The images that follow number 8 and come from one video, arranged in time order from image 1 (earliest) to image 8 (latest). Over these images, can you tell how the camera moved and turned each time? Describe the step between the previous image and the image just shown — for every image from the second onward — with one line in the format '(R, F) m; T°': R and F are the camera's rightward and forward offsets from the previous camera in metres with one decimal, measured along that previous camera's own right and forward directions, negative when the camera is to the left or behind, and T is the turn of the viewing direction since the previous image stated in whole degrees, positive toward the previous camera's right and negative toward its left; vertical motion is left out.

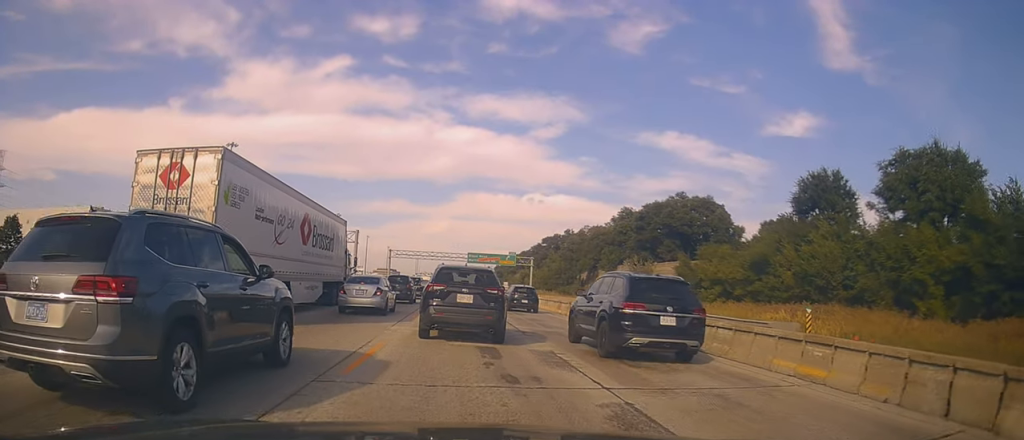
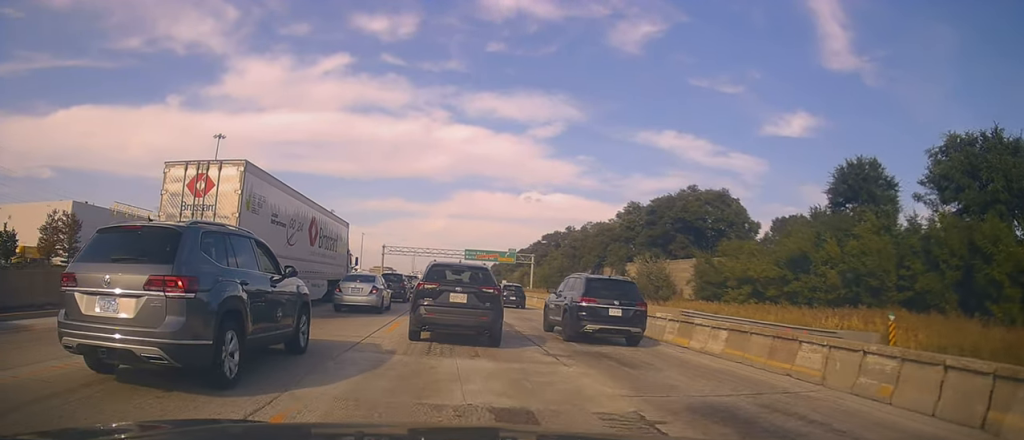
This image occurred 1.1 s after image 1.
(+0.3, +4.2) m; -5°
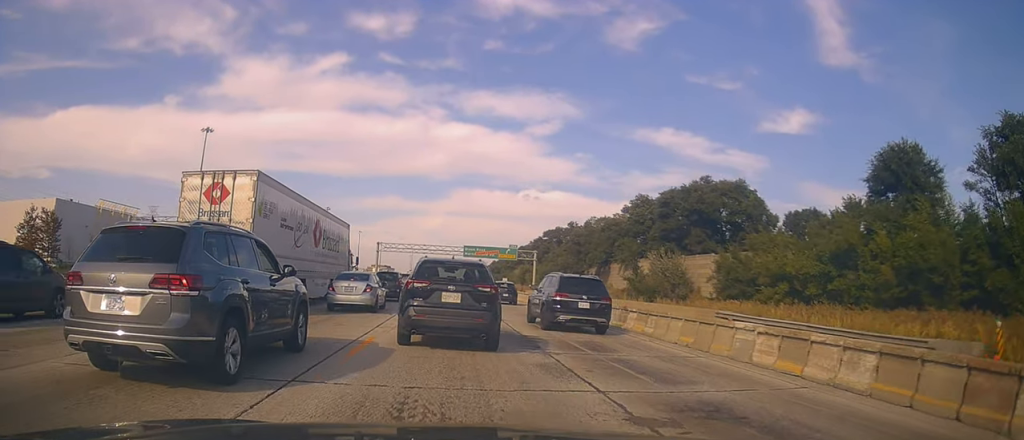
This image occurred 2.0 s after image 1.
(-0.7, +5.0) m; -4°
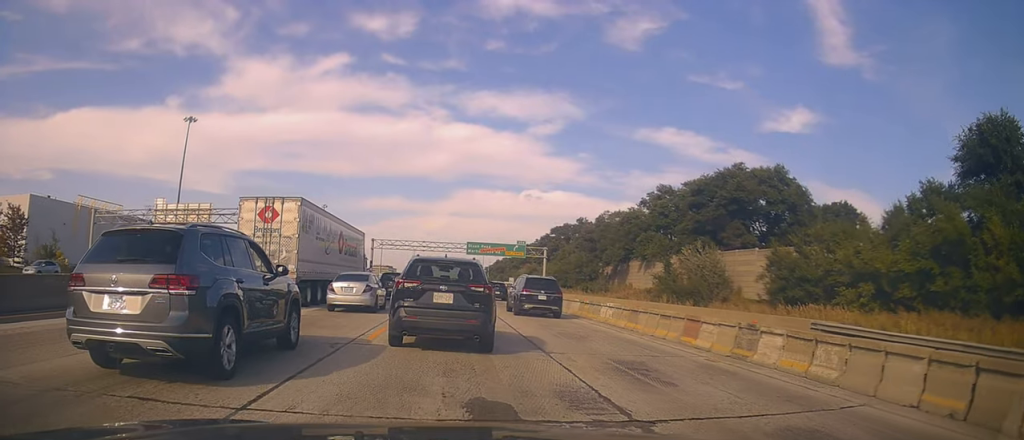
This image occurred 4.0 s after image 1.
(+0.8, +10.5) m; +5°
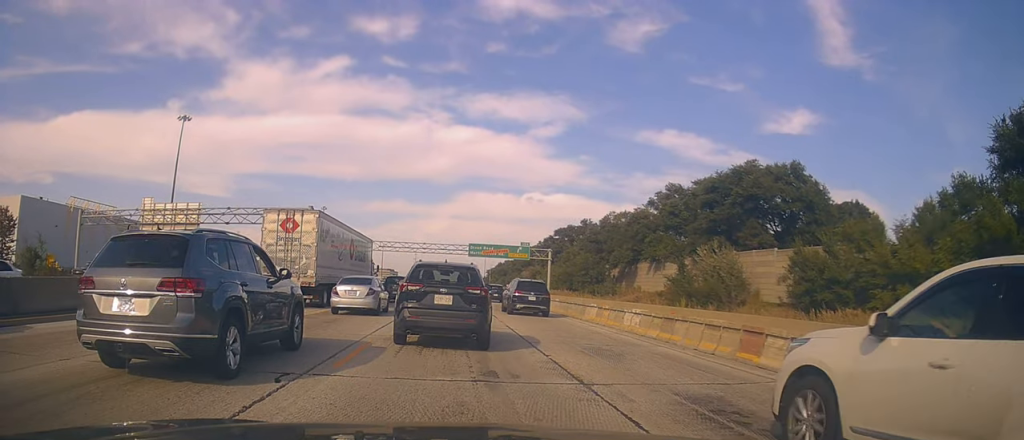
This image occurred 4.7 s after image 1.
(0.0, +3.7) m; +3°
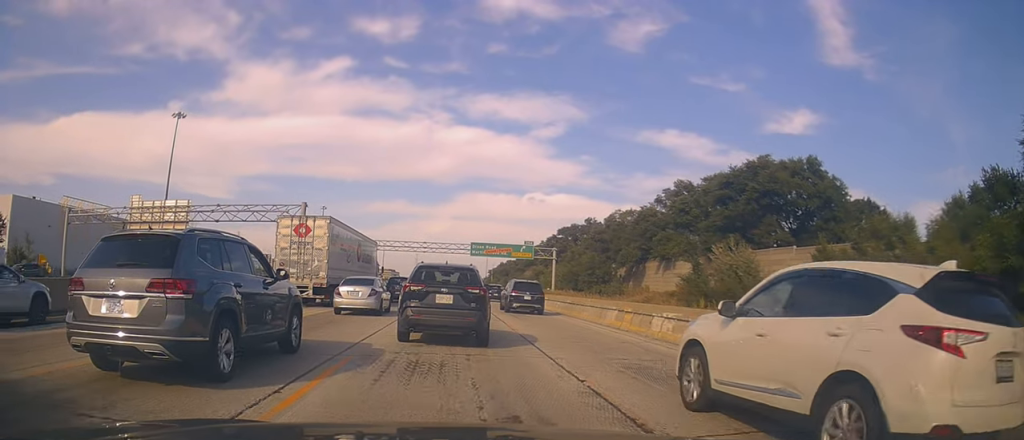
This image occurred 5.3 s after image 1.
(+0.1, +2.8) m; +1°
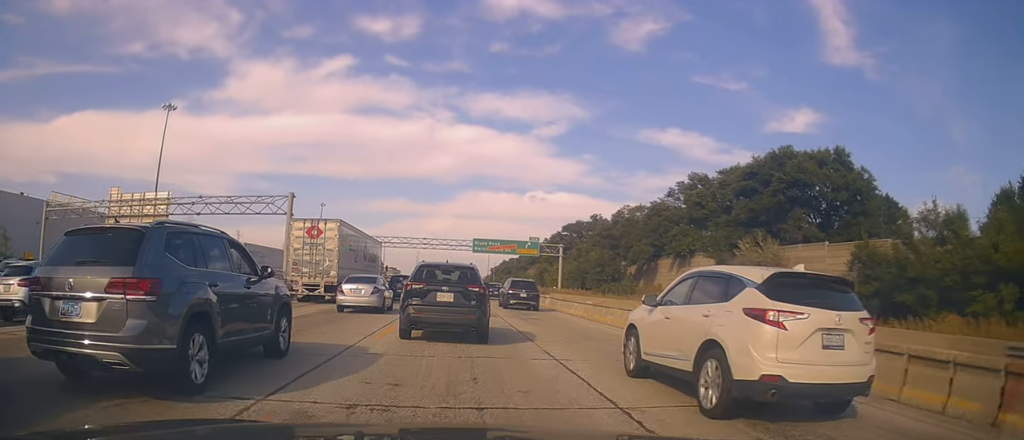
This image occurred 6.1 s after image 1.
(+0.3, +3.6) m; -2°
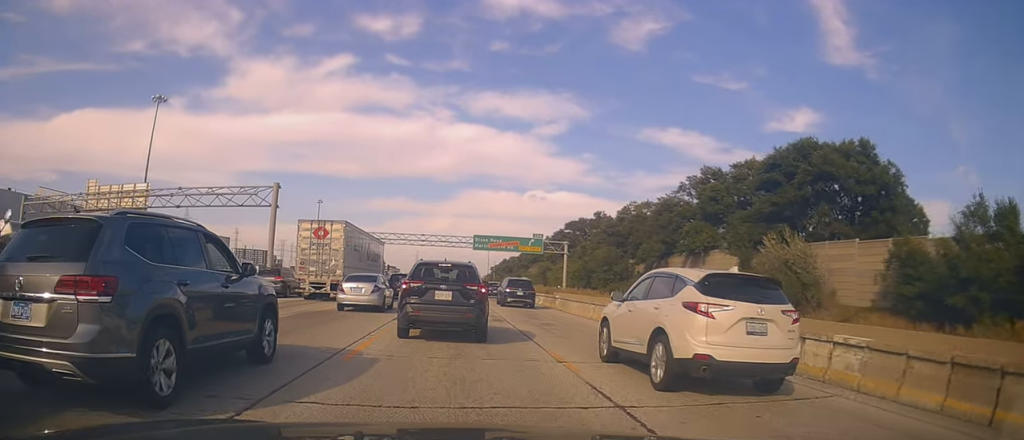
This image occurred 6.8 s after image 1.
(-0.3, +3.3) m; -6°
